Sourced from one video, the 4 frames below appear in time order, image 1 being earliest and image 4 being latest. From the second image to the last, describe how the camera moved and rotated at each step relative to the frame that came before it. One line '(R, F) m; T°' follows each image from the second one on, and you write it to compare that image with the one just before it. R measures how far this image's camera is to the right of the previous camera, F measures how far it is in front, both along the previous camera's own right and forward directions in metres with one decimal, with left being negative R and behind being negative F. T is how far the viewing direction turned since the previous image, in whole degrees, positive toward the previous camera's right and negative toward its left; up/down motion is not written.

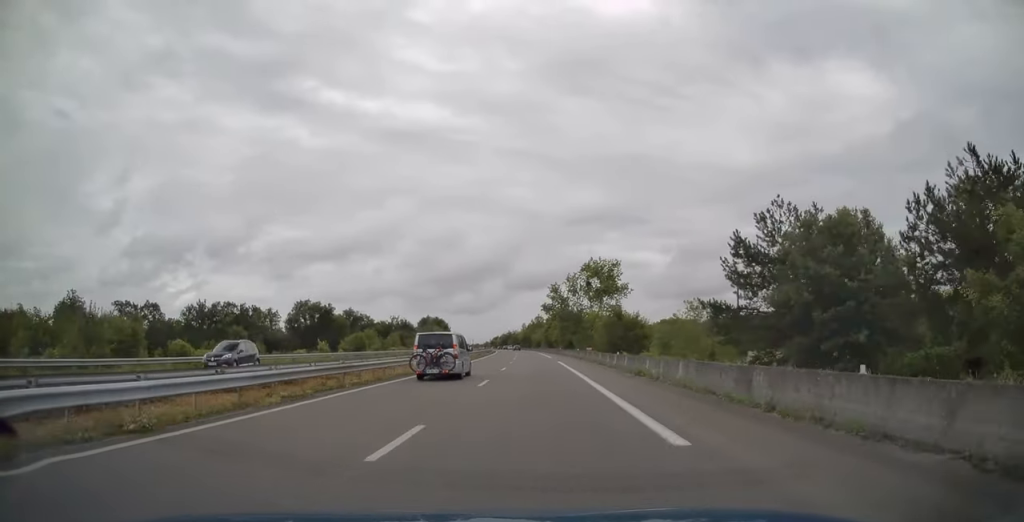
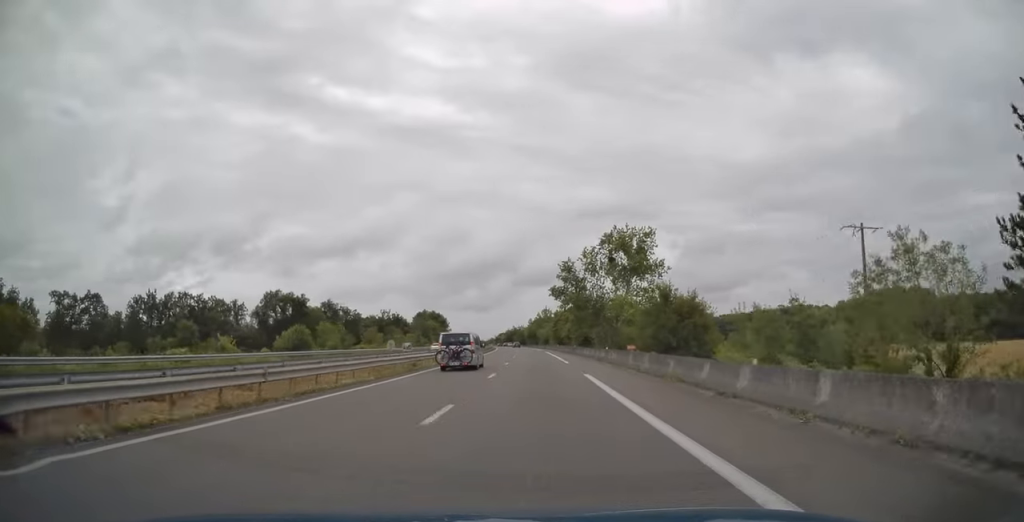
(-0.4, +23.1) m; 0°
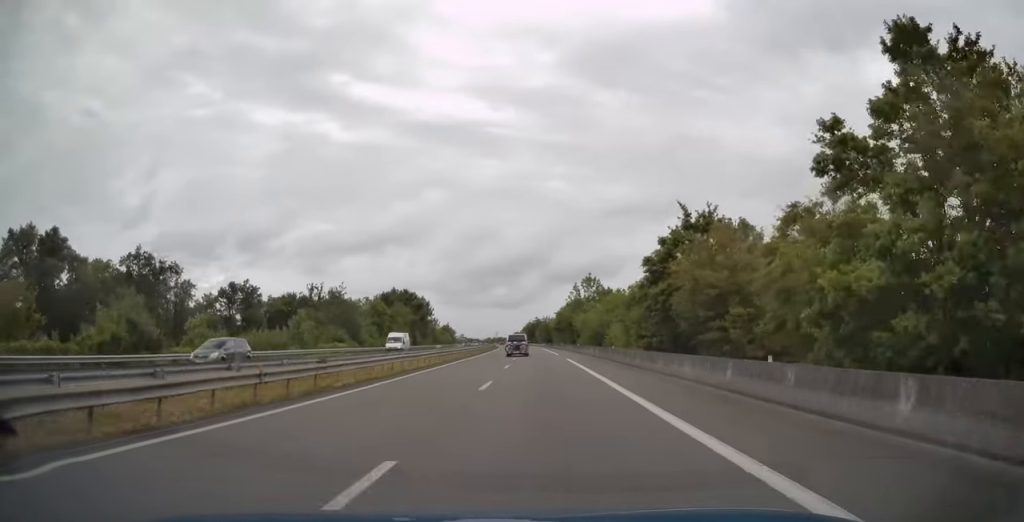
(-1.6, +84.9) m; -2°
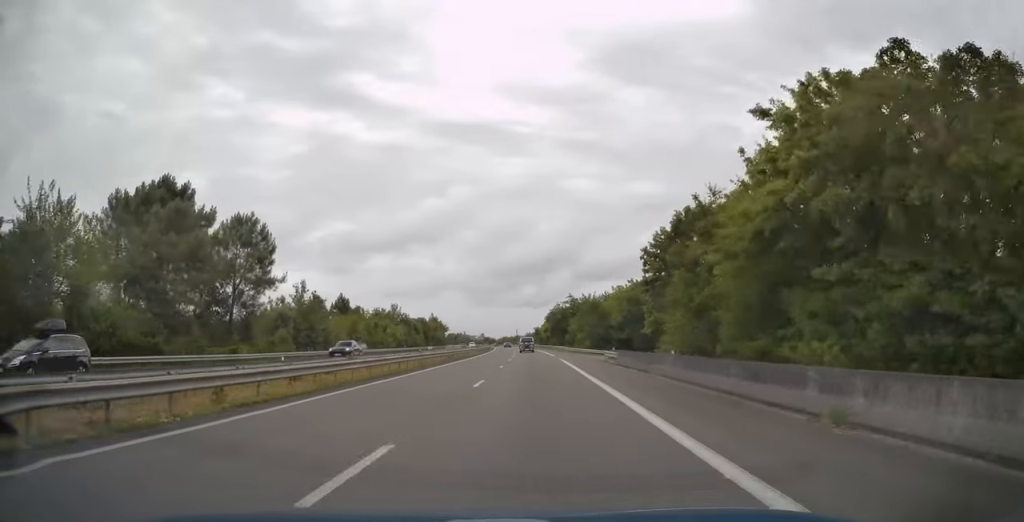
(-2.4, +103.5) m; -3°
